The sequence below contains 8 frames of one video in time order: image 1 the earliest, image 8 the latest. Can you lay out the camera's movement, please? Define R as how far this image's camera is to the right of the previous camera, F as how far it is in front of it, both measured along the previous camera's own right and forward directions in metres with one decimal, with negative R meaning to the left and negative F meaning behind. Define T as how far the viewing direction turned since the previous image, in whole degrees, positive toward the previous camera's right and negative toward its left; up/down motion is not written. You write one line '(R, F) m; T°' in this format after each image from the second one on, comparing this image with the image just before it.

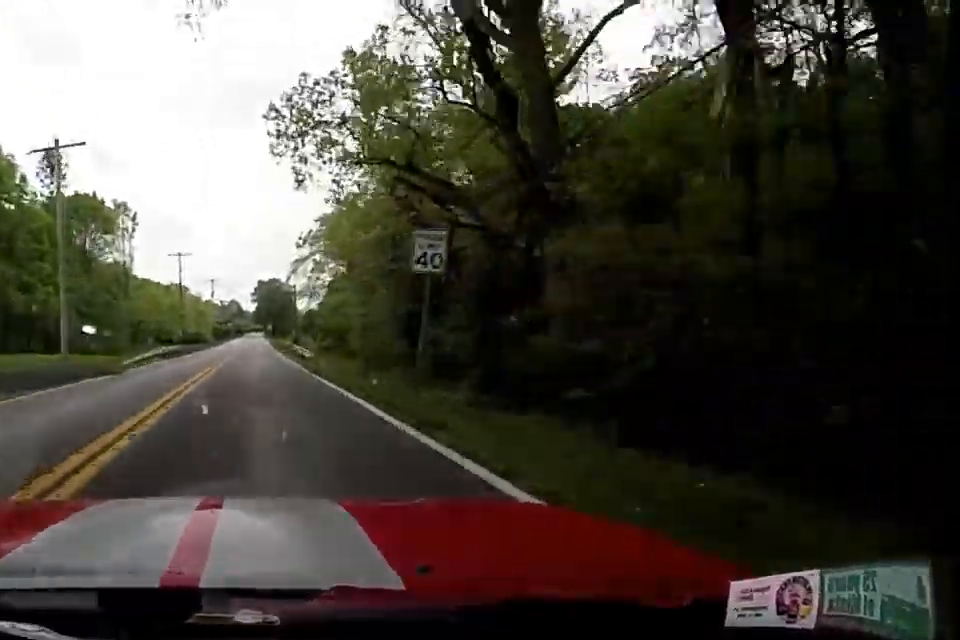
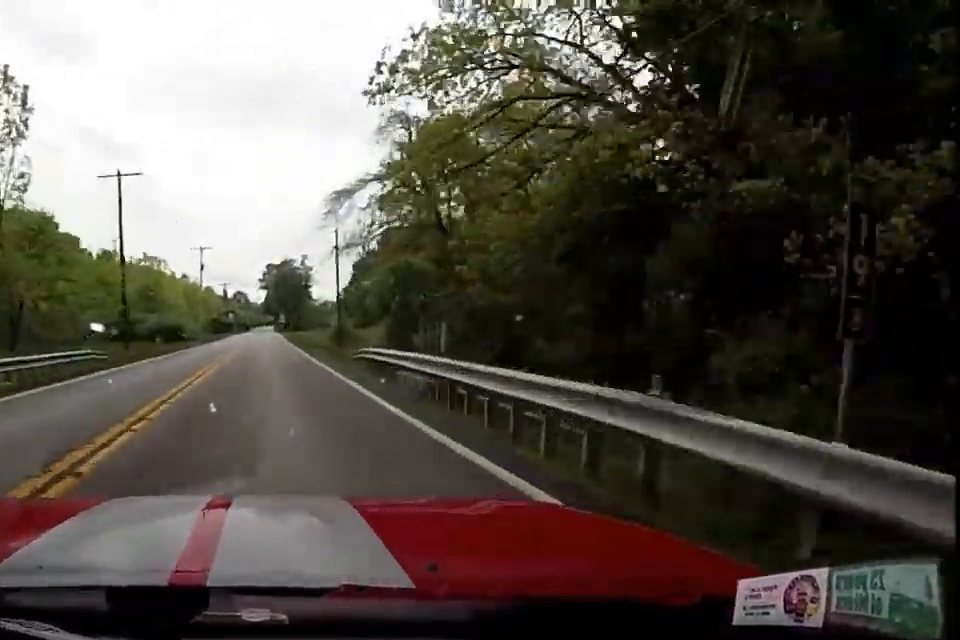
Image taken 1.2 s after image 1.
(-0.2, +30.5) m; -2°
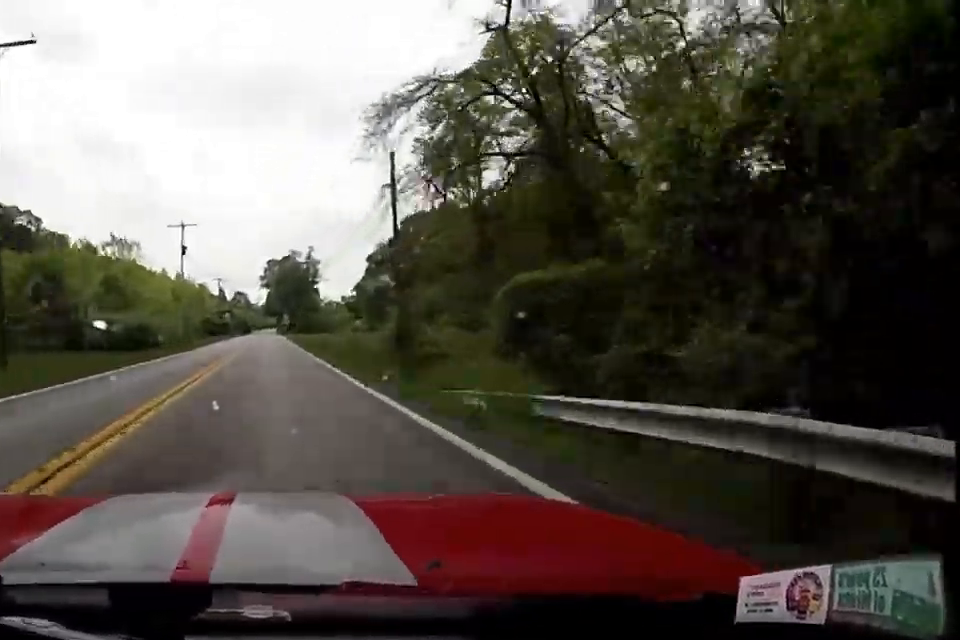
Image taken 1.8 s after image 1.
(-0.4, +16.1) m; 0°
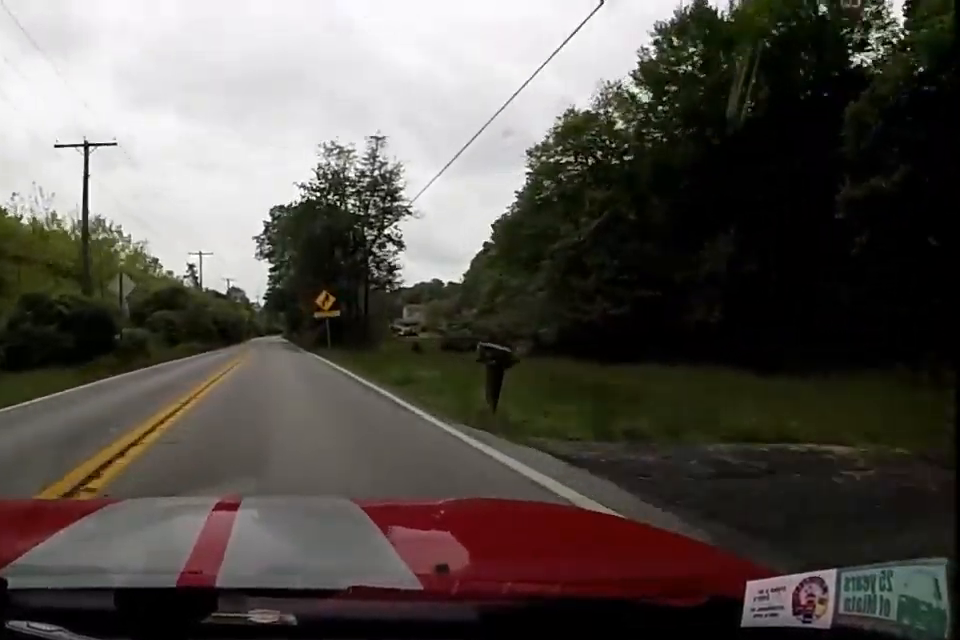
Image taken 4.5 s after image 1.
(+2.2, +66.5) m; 0°
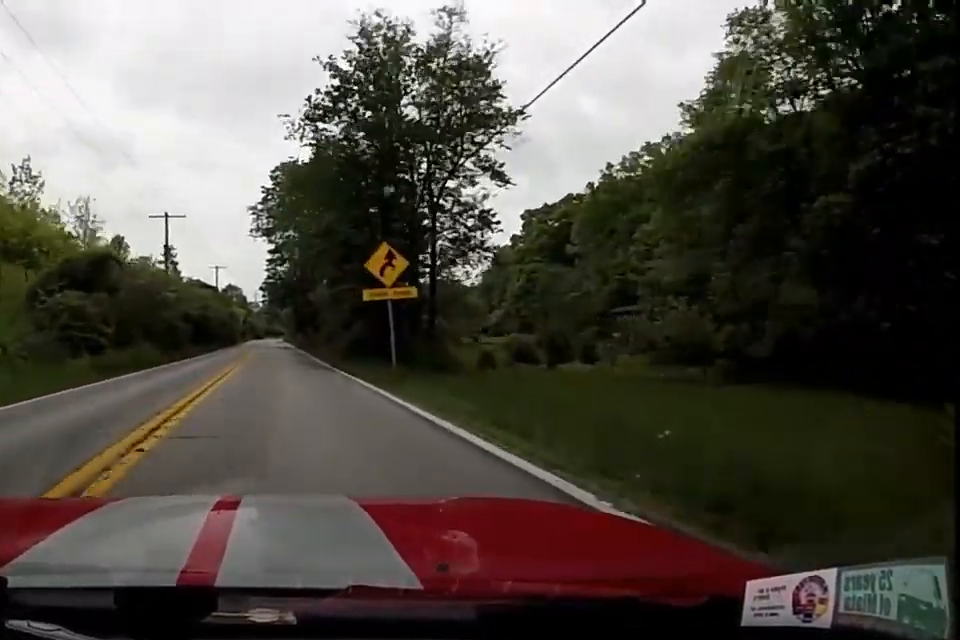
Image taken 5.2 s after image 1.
(-1.2, +19.7) m; -3°
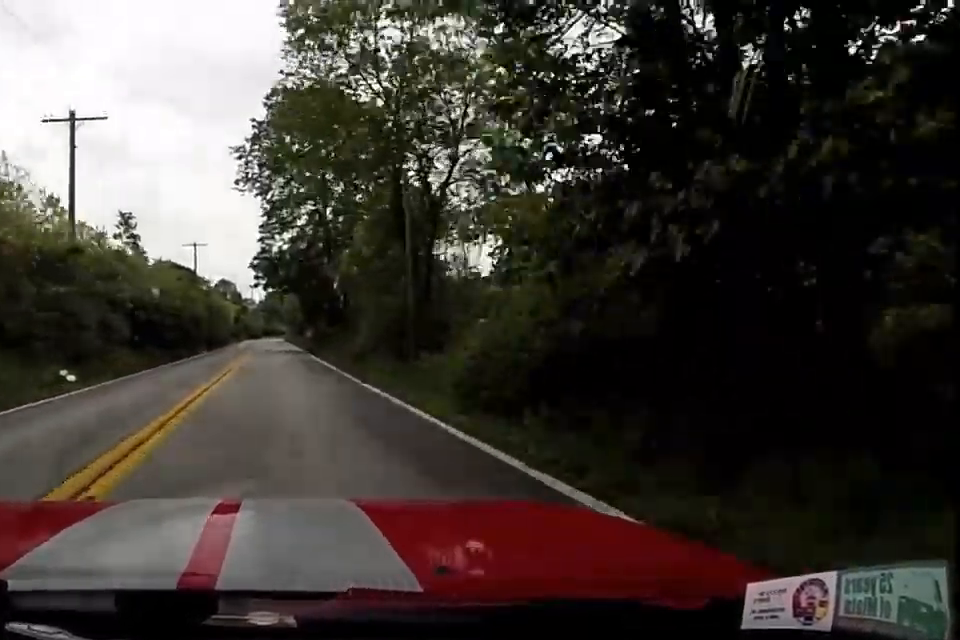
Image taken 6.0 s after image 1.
(-0.1, +18.7) m; 0°
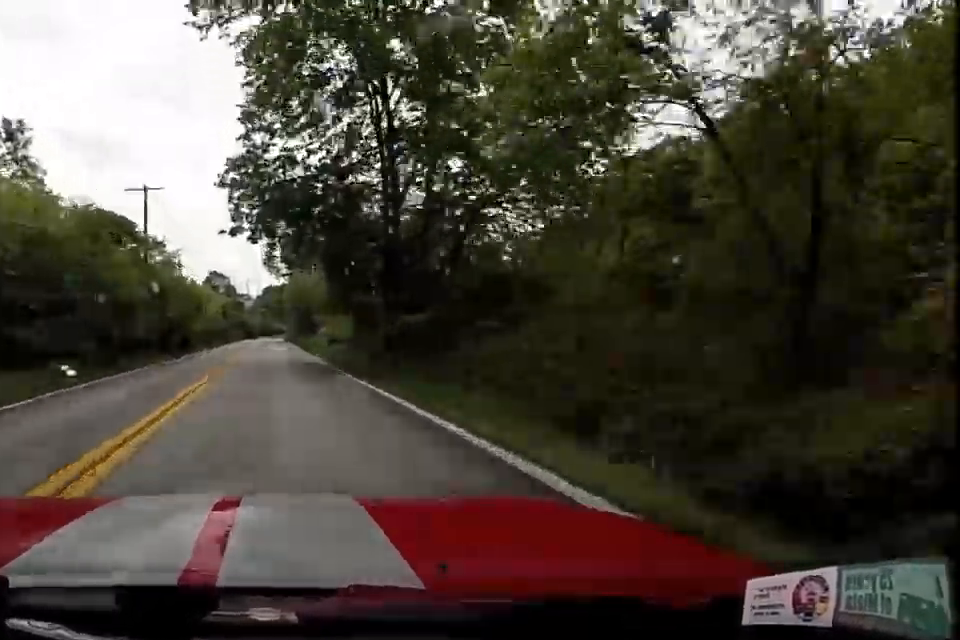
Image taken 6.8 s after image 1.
(+0.1, +22.1) m; +1°
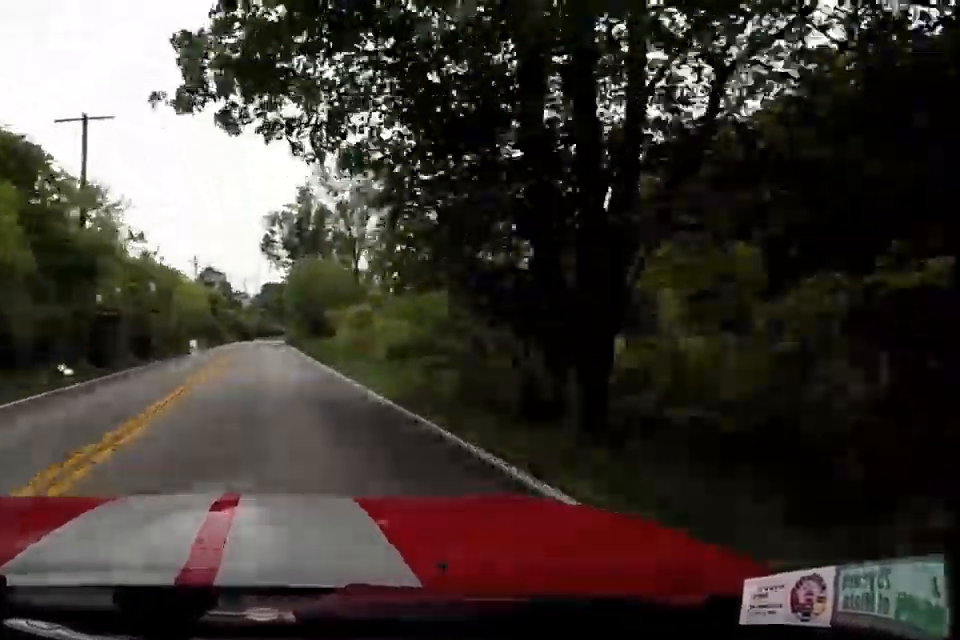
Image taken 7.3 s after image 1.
(-0.2, +11.9) m; +1°
